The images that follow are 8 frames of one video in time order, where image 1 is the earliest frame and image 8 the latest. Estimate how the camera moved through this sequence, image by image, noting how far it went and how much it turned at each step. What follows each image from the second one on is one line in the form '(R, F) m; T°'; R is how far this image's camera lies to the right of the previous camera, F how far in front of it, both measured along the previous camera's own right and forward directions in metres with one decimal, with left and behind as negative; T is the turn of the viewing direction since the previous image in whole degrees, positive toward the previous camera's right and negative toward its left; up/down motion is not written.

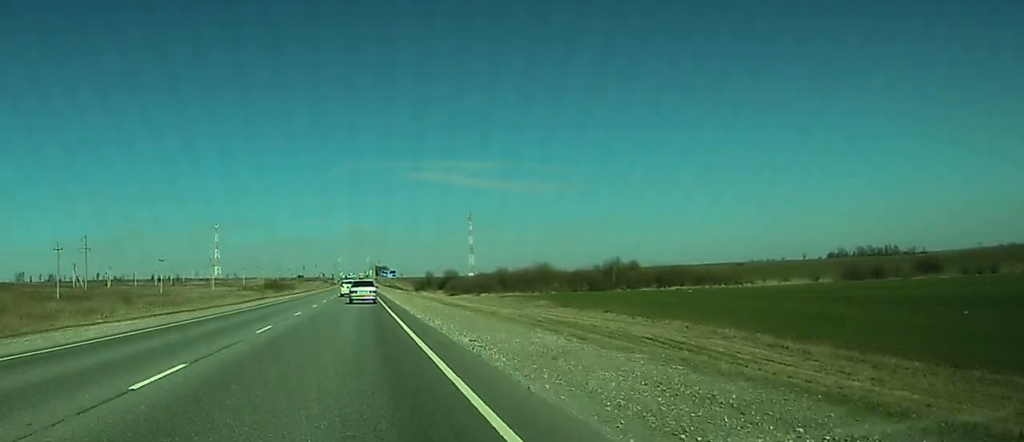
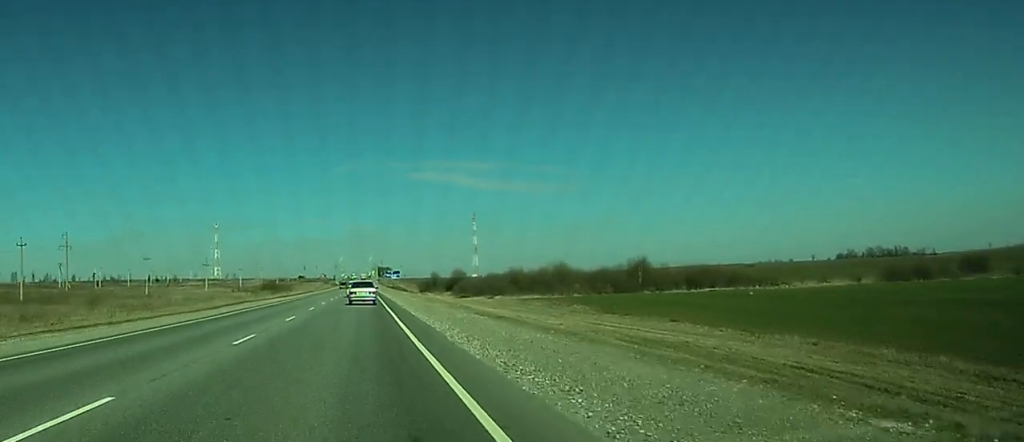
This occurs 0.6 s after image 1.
(+0.1, +15.8) m; 0°
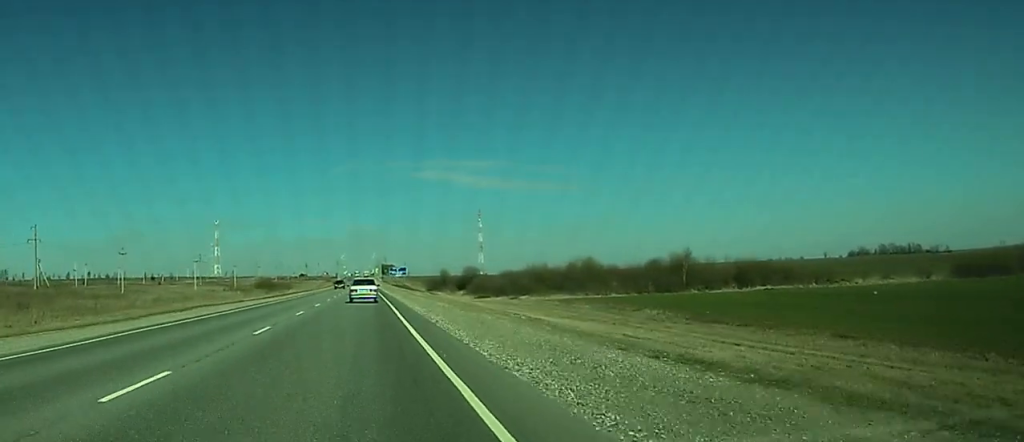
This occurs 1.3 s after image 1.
(0.0, +21.6) m; 0°
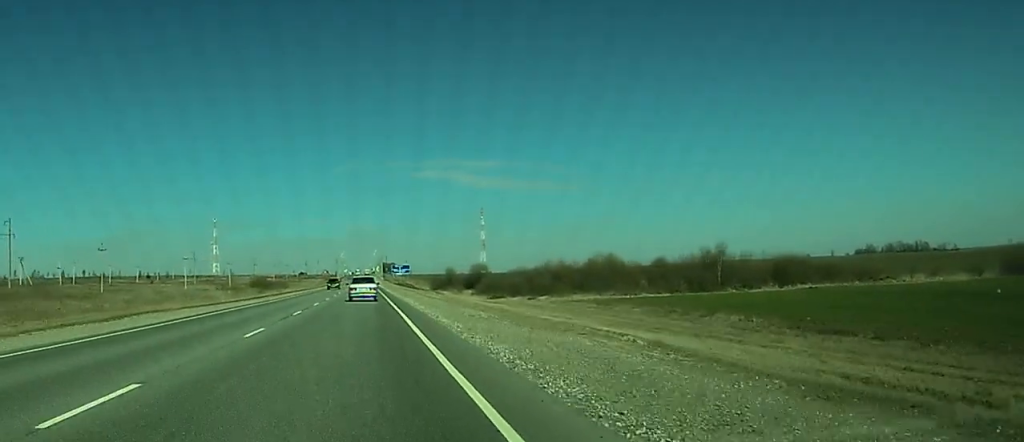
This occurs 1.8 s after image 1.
(0.0, +14.1) m; 0°
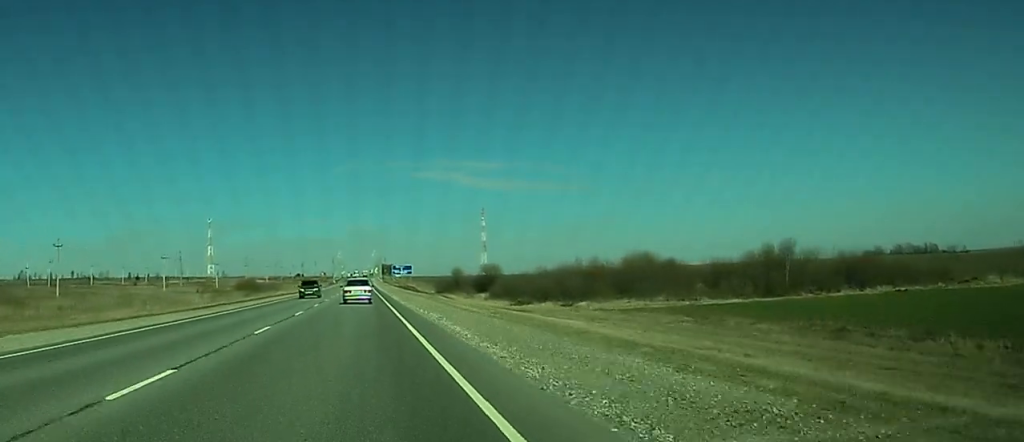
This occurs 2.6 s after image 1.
(-0.1, +22.7) m; 0°
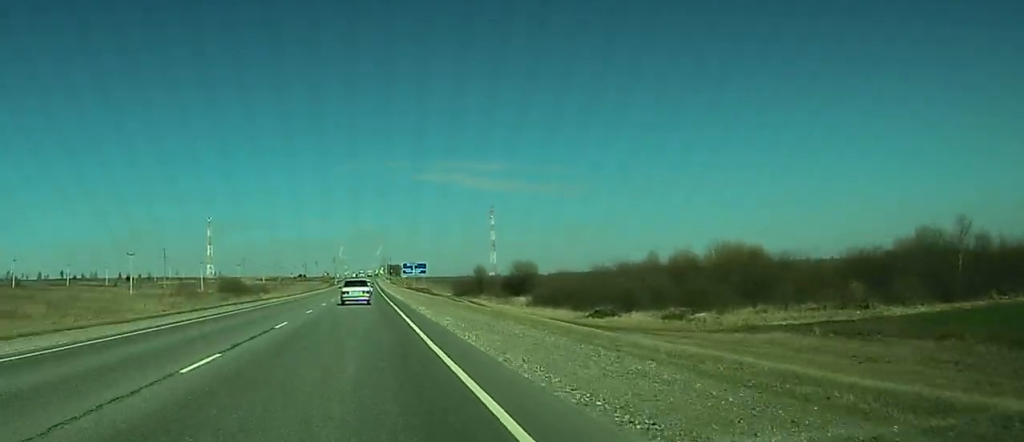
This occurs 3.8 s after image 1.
(0.0, +34.1) m; 0°
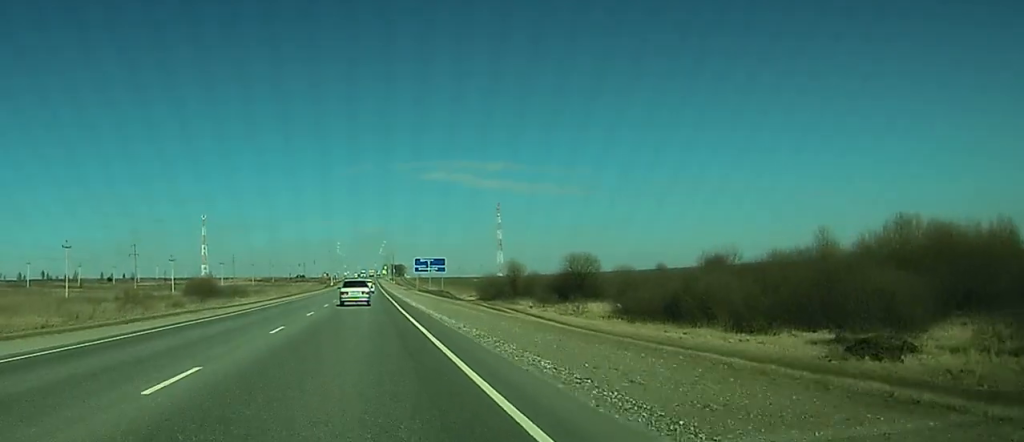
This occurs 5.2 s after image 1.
(+0.2, +39.6) m; 0°
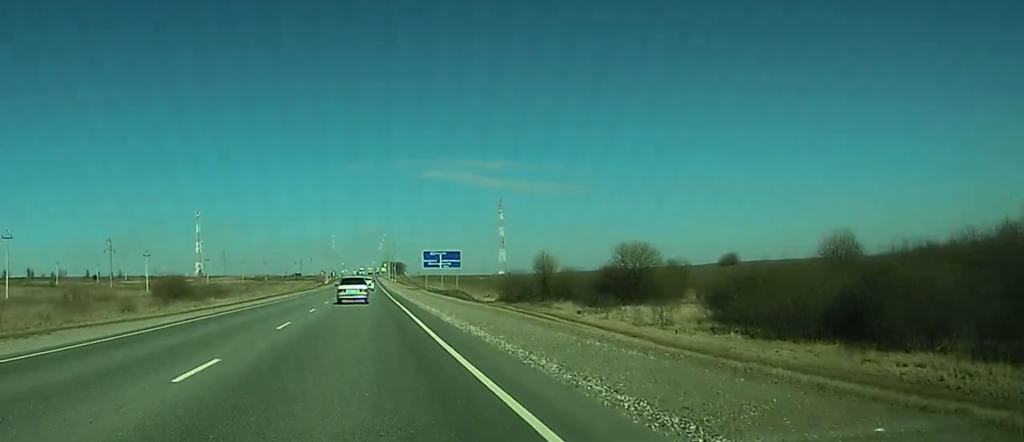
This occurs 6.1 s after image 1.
(0.0, +23.4) m; 0°
